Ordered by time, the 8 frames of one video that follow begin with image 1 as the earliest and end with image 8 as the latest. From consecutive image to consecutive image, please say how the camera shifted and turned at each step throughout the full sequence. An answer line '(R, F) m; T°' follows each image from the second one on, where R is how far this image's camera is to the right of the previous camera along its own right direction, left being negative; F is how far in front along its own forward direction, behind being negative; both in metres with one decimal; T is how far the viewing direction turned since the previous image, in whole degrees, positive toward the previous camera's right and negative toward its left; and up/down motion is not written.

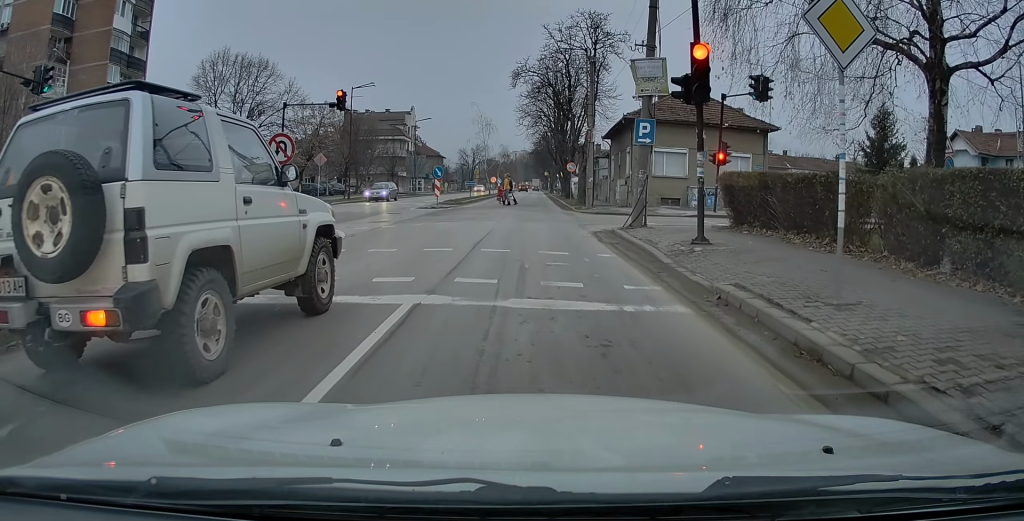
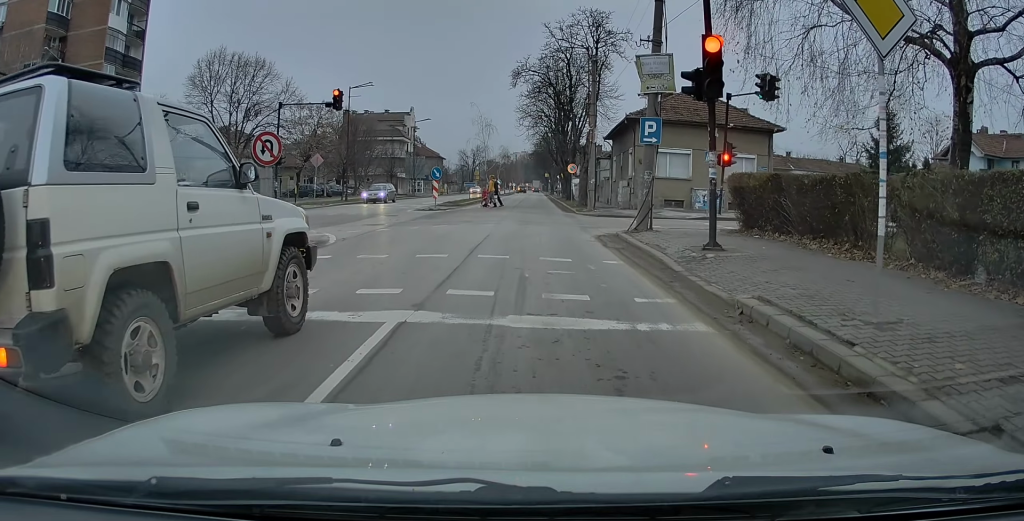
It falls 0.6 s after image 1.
(-0.3, +0.1) m; 0°
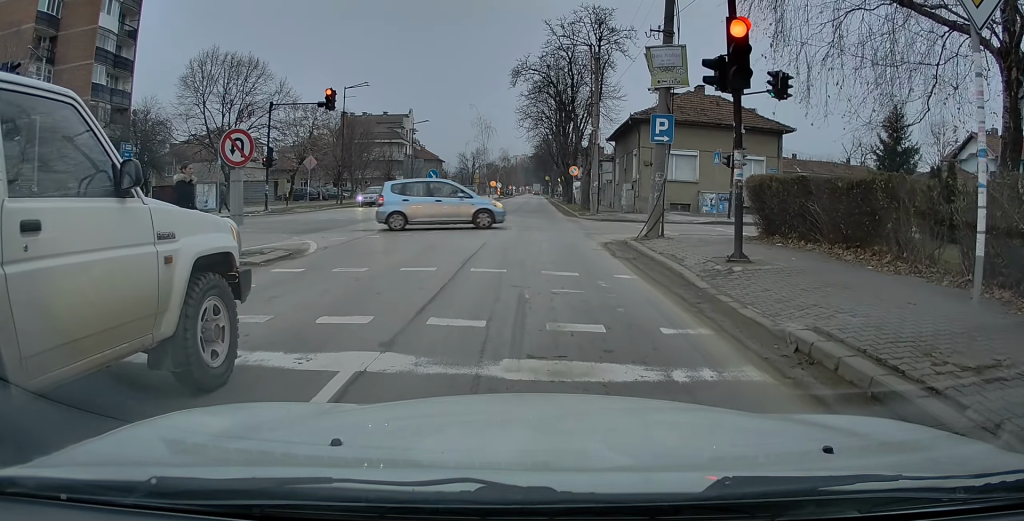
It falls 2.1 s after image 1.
(-0.2, +0.2) m; 0°
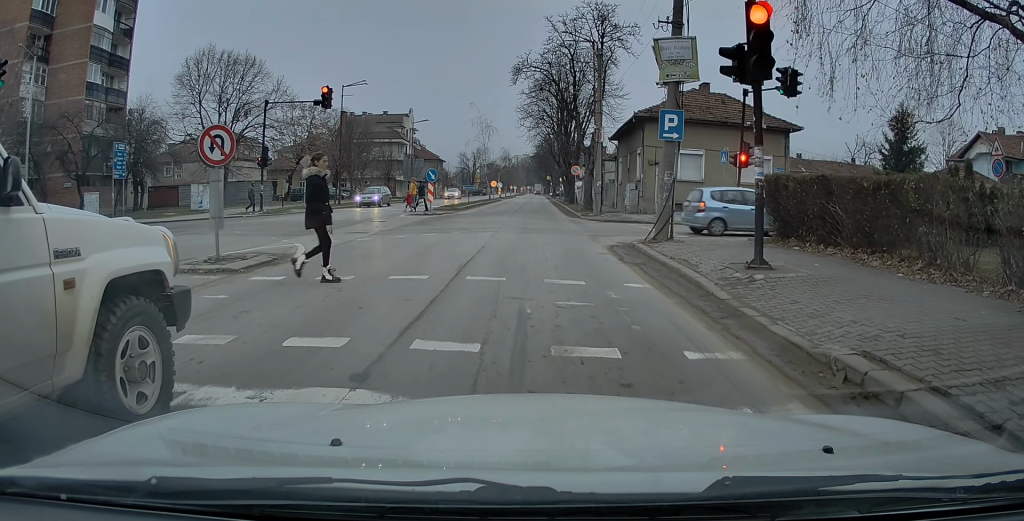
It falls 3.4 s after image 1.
(+0.2, +0.4) m; 0°
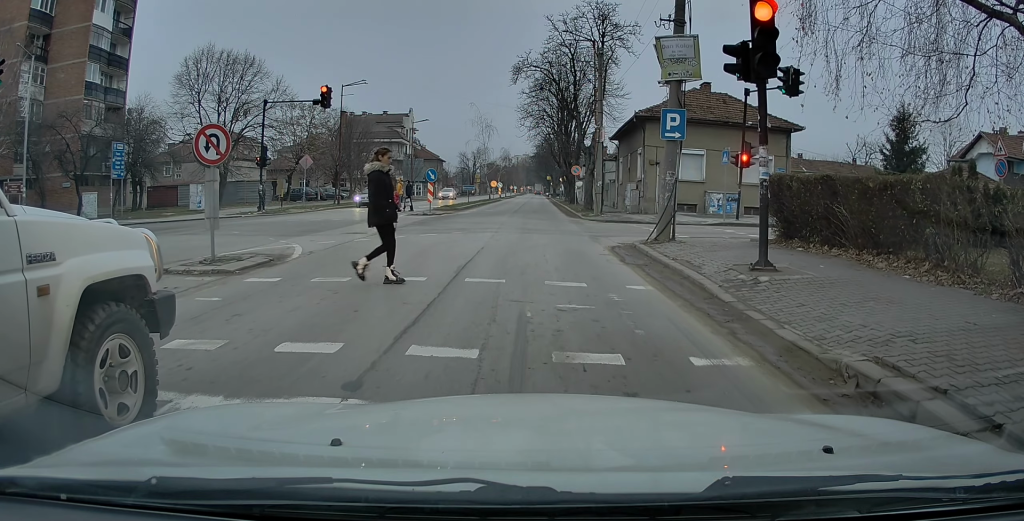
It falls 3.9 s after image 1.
(0.0, 0.0) m; 0°
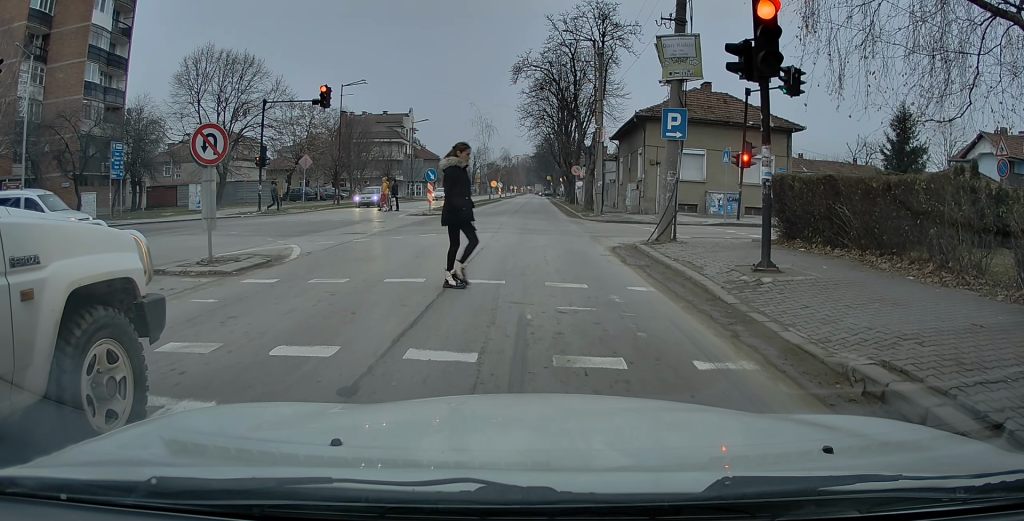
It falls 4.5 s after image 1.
(0.0, 0.0) m; 0°
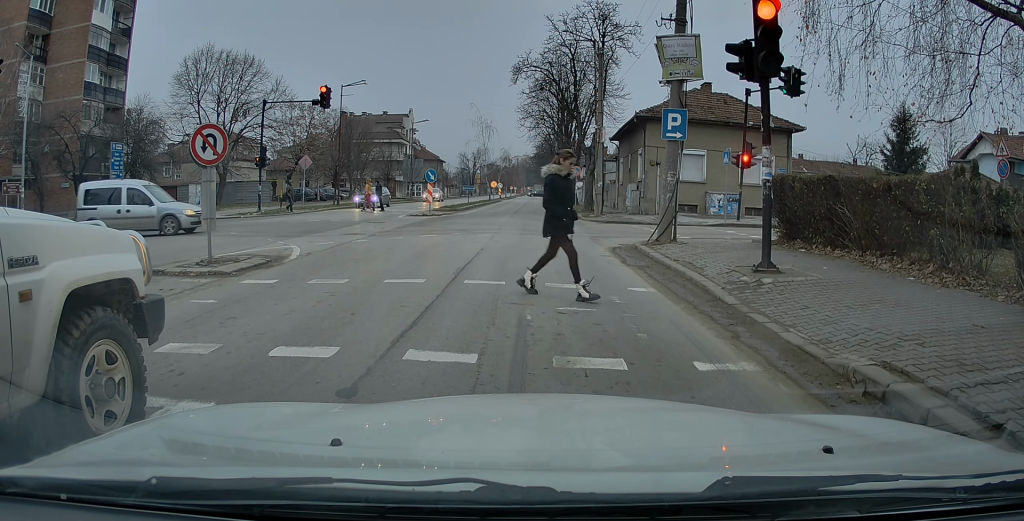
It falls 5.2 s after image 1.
(0.0, 0.0) m; 0°
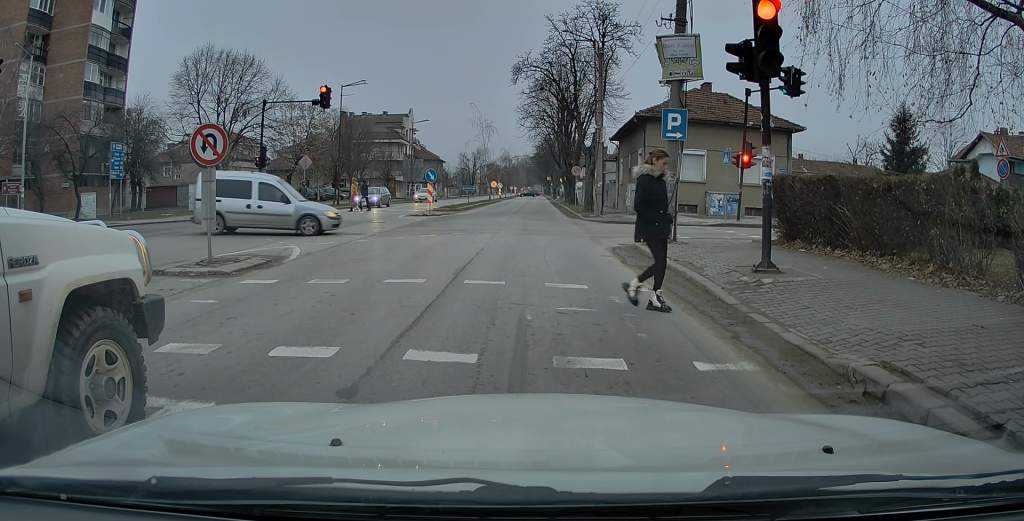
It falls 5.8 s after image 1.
(0.0, 0.0) m; 0°
